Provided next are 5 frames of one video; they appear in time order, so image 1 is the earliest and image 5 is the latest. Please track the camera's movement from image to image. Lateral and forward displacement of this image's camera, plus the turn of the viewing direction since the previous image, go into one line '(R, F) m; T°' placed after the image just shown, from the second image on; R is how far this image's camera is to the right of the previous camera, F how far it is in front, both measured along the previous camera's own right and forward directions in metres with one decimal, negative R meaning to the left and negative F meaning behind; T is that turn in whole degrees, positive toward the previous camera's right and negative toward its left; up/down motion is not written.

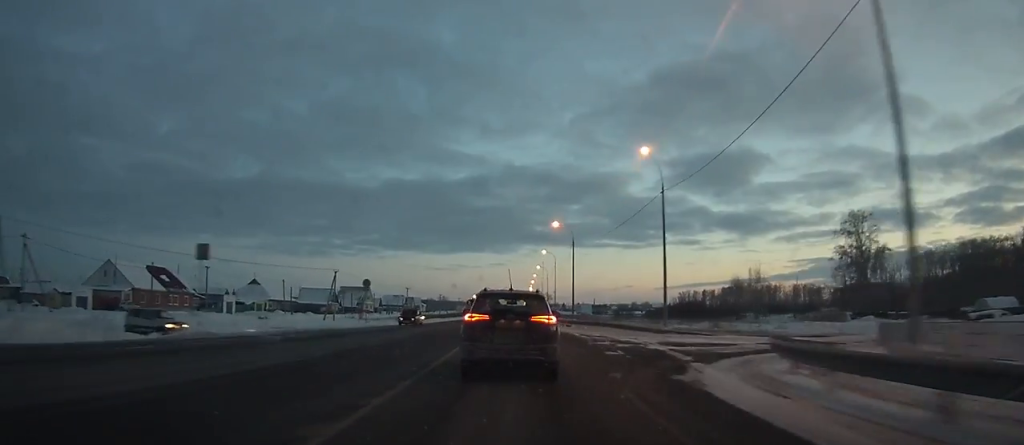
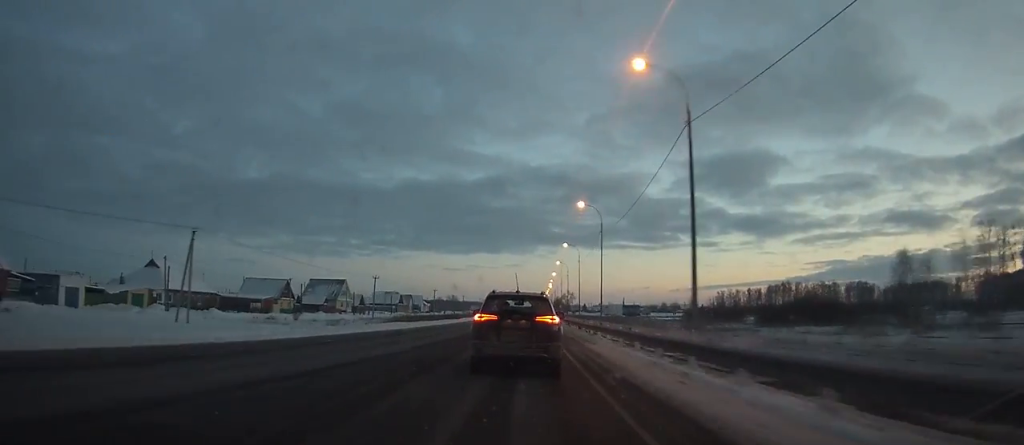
(-0.6, +49.8) m; -1°
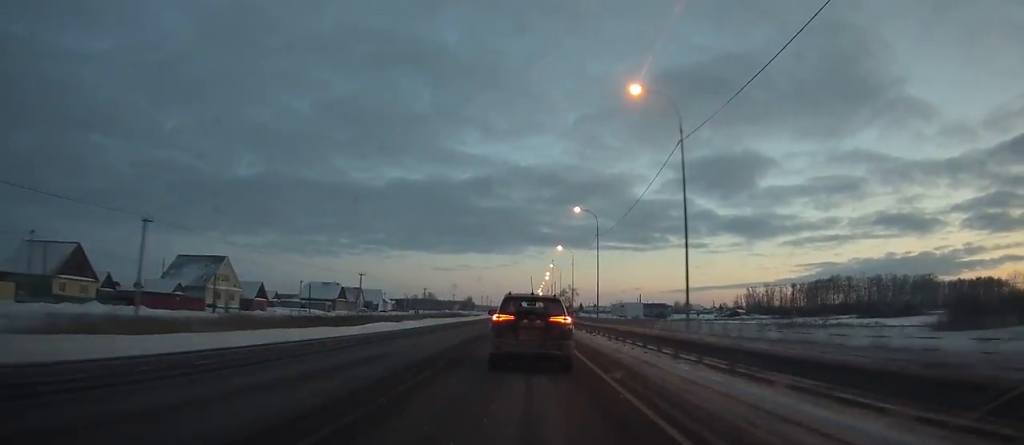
(-0.1, +68.3) m; 0°
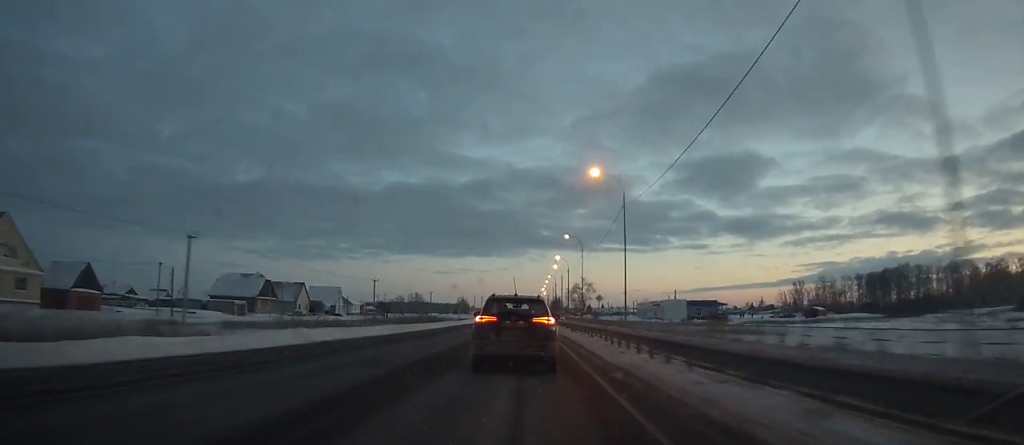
(+0.2, +52.4) m; 0°
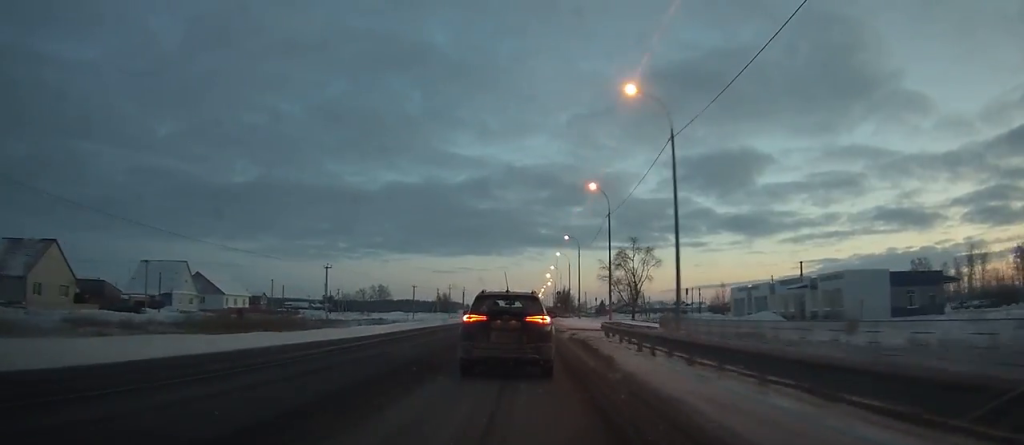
(0.0, +85.9) m; 0°
